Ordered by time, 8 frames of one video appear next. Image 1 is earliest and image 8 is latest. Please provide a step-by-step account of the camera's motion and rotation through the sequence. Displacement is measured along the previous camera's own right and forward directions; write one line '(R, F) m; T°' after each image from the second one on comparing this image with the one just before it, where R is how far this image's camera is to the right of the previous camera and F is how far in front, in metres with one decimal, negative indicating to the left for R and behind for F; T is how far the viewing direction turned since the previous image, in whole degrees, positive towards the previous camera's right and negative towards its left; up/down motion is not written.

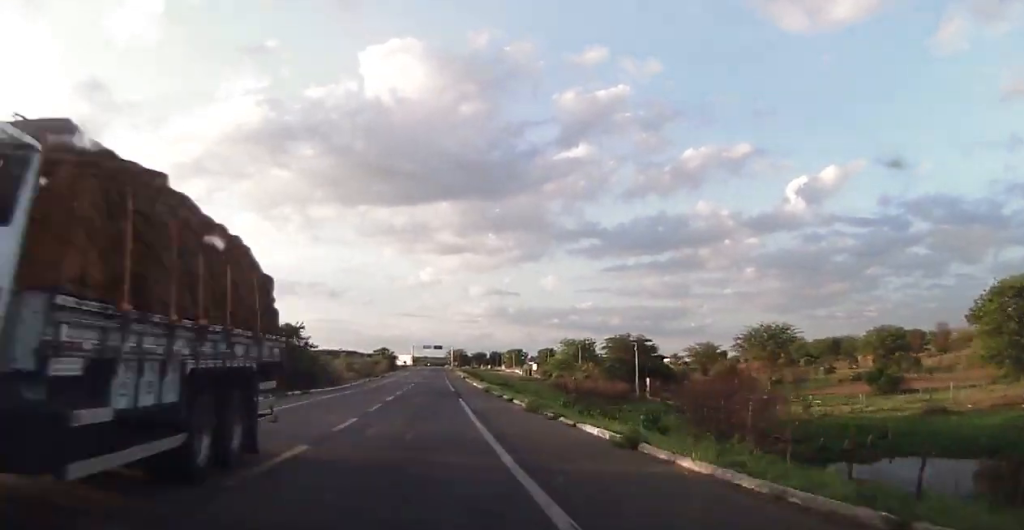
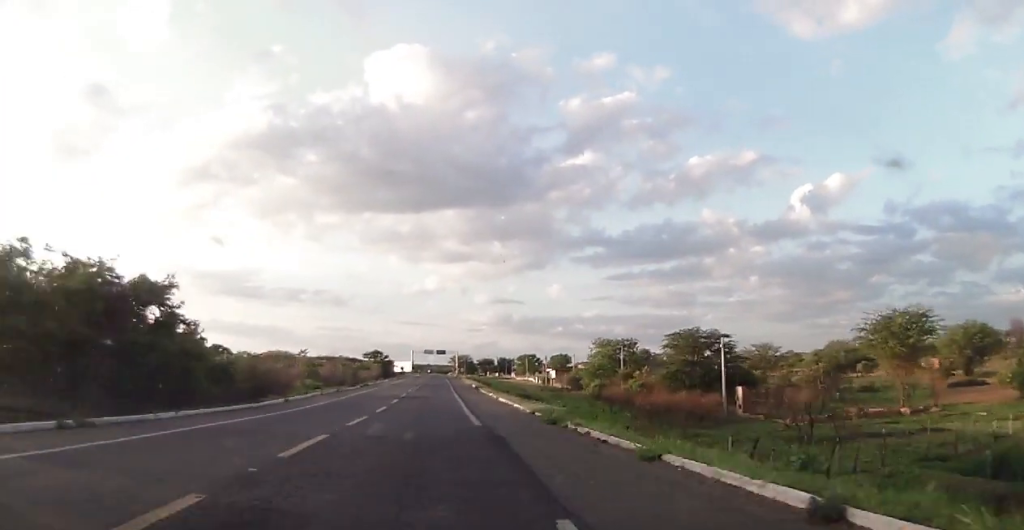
(0.0, +28.9) m; 0°
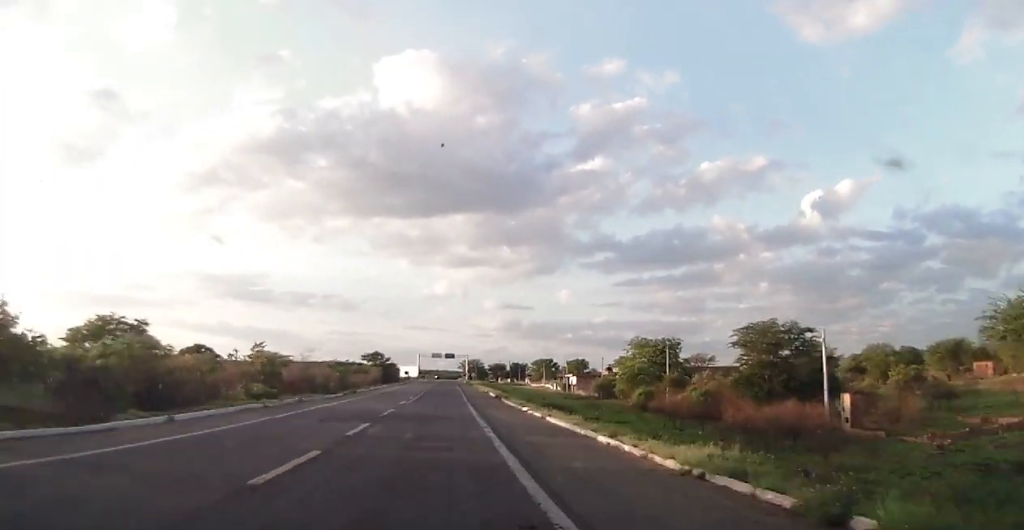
(0.0, +17.6) m; 0°
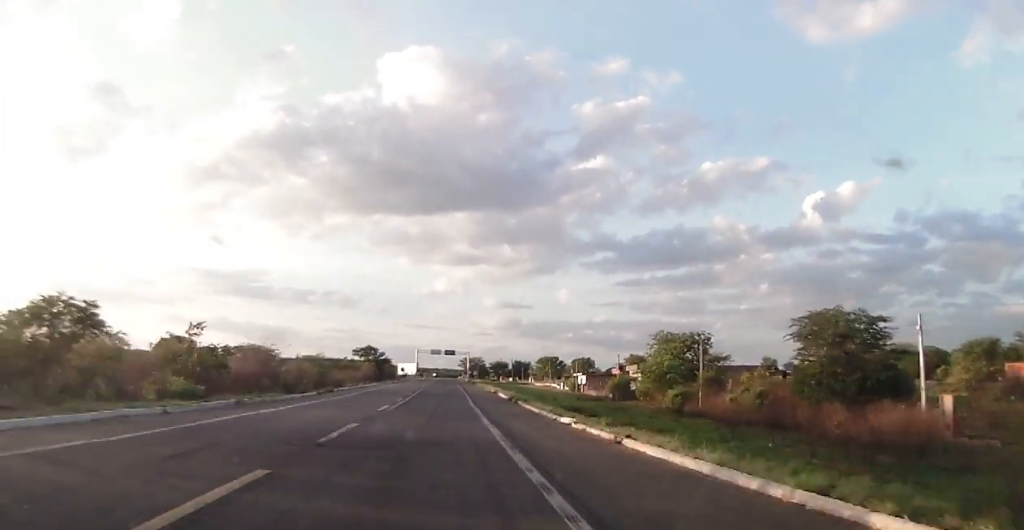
(0.0, +11.7) m; 0°
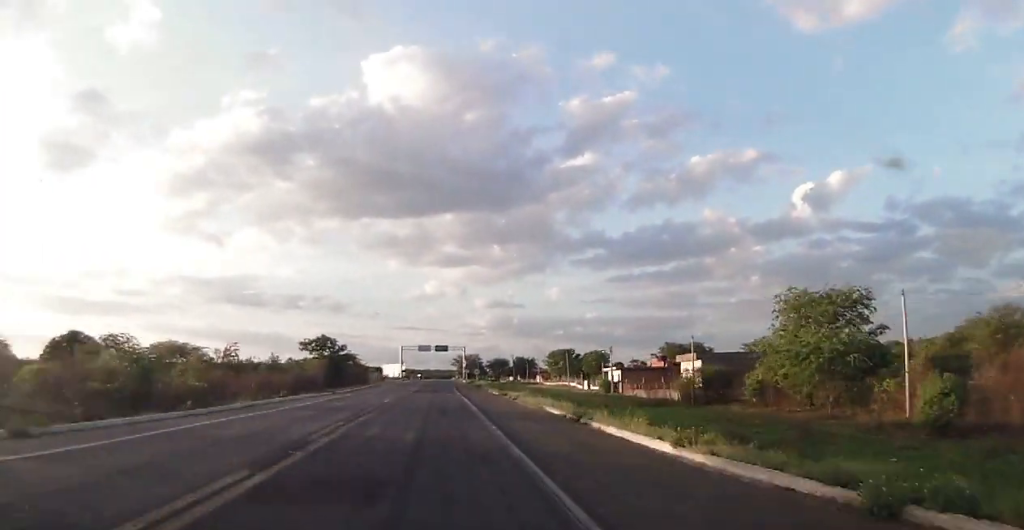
(-0.5, +36.6) m; -1°
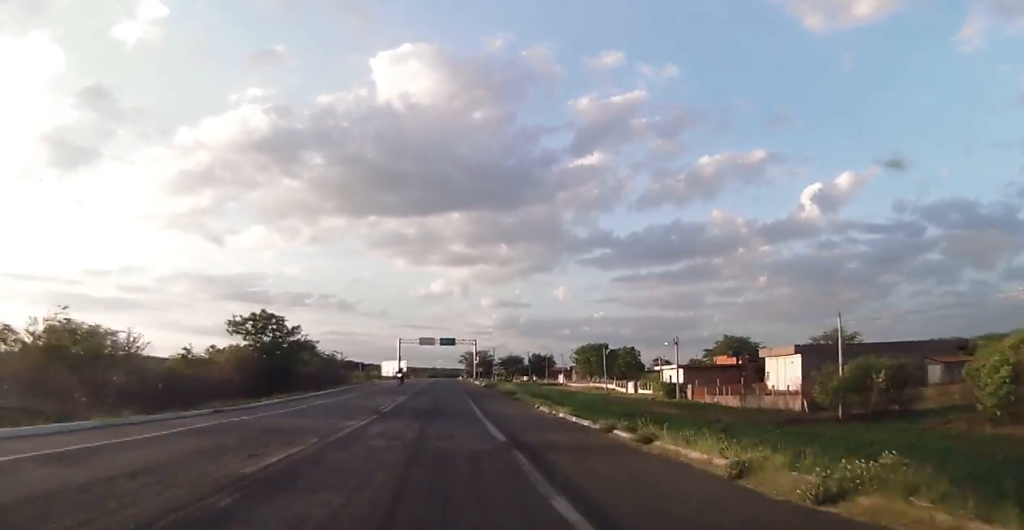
(+0.1, +28.6) m; +1°
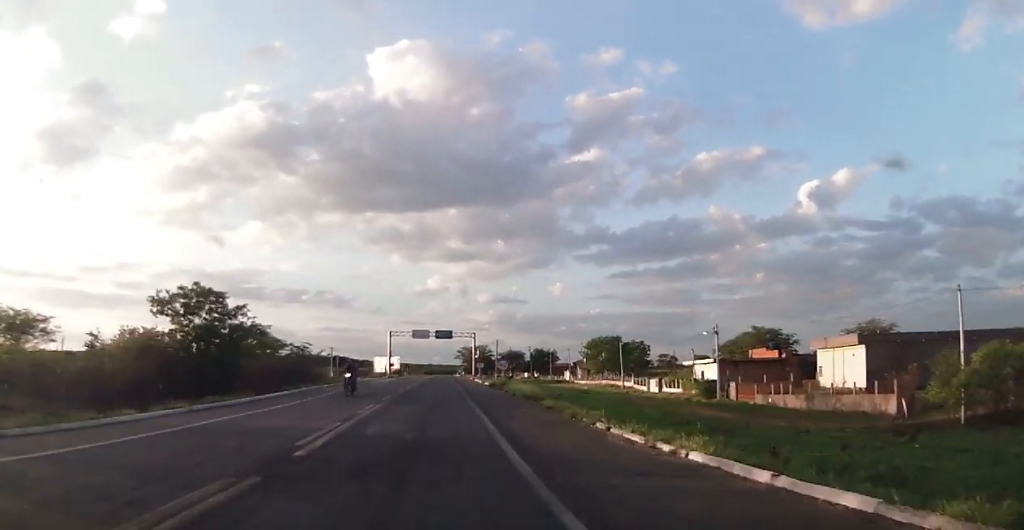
(+0.1, +13.9) m; 0°
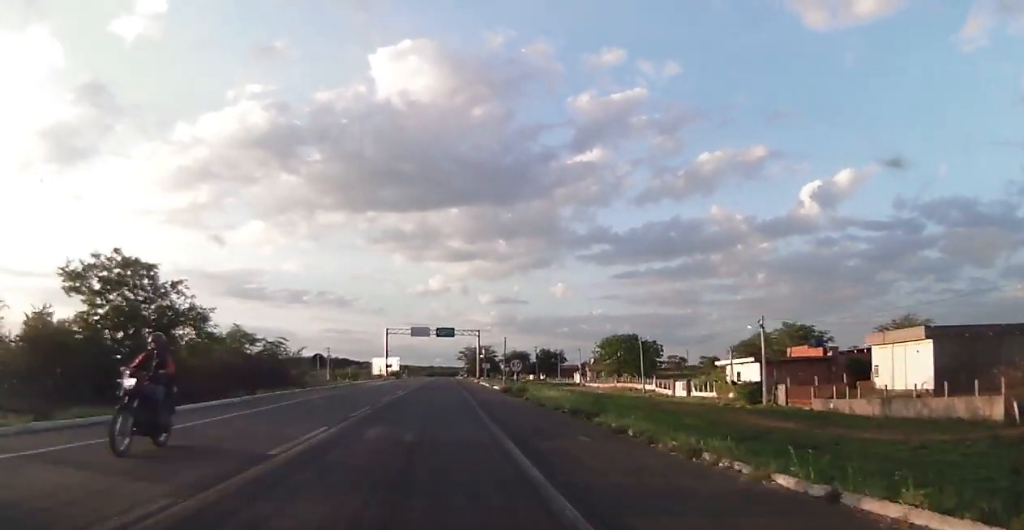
(0.0, +10.7) m; 0°
